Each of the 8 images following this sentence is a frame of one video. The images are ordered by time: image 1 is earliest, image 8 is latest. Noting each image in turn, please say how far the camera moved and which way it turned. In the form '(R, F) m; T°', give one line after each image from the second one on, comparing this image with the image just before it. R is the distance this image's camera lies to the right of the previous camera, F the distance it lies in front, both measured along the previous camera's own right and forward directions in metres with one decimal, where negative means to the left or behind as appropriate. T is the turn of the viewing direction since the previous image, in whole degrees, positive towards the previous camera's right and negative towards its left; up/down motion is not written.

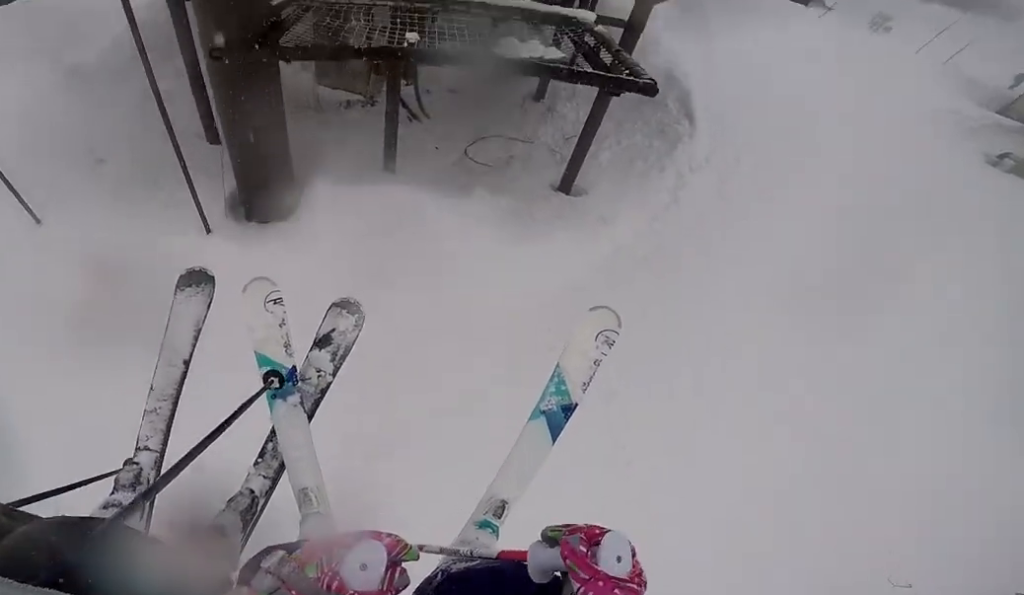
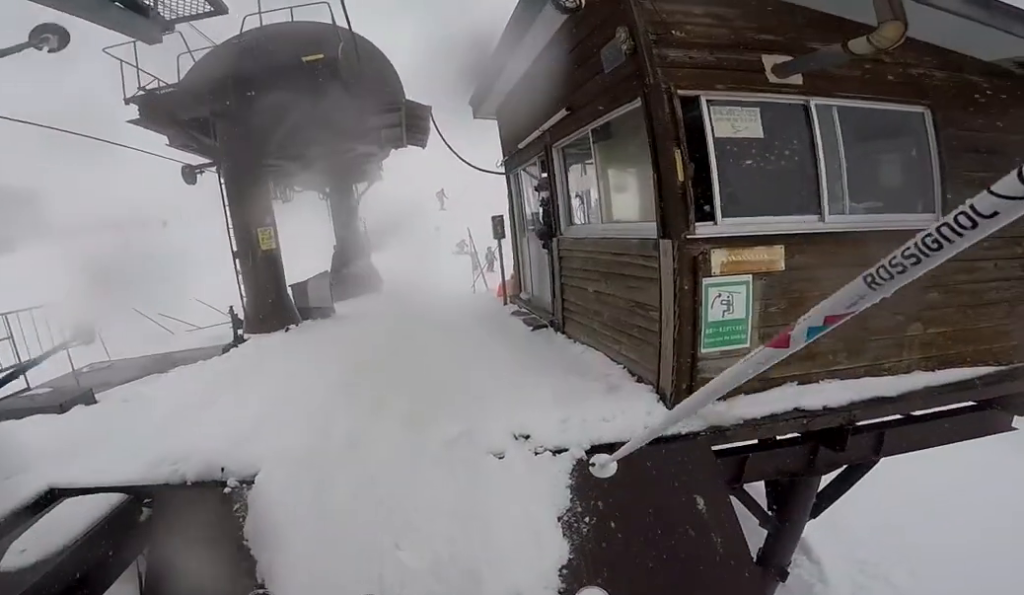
(-0.2, +4.8) m; -2°
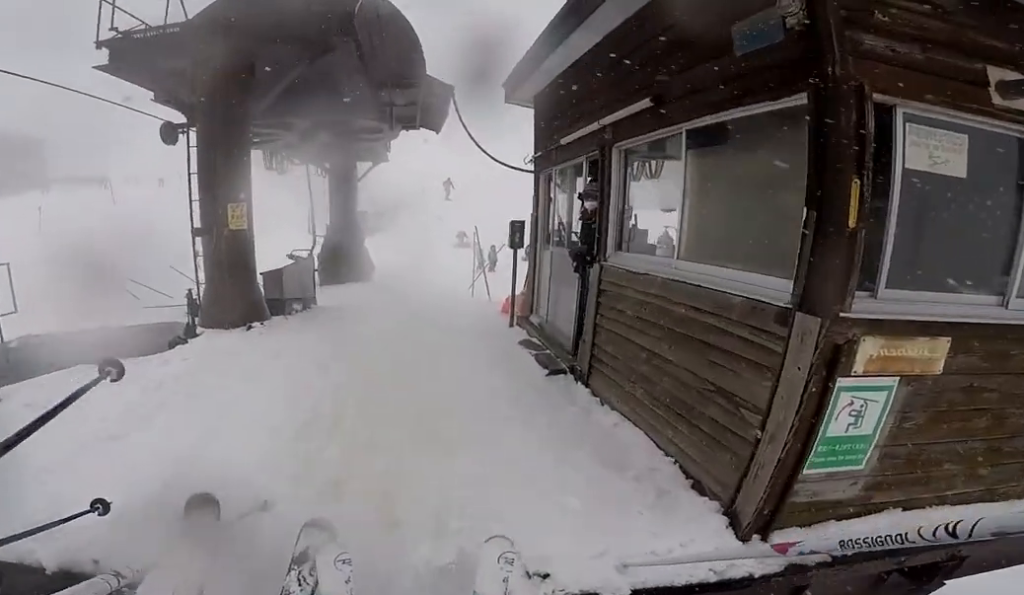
(0.0, +1.1) m; 0°
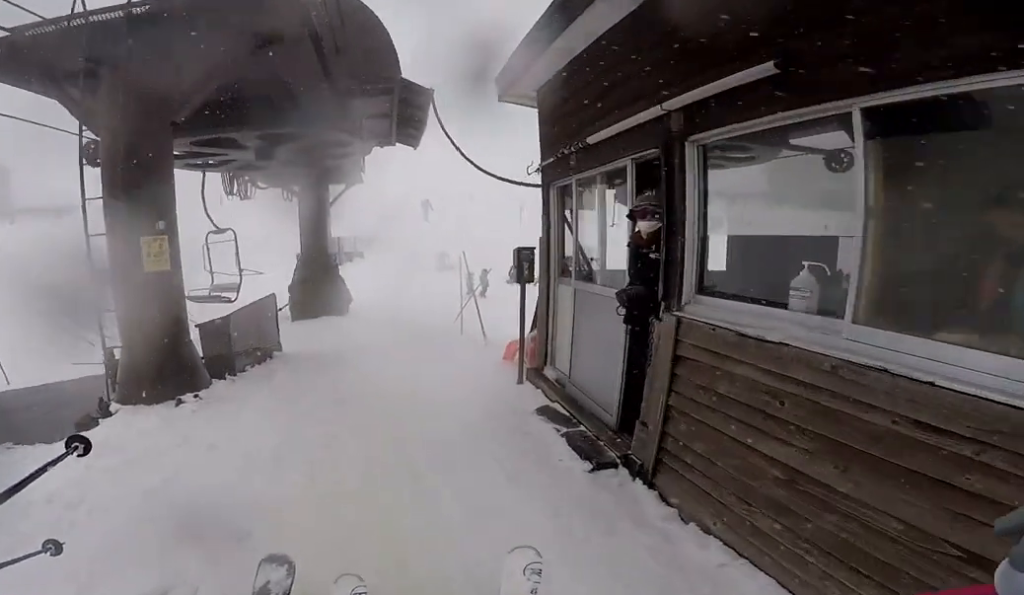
(0.0, +1.3) m; -5°
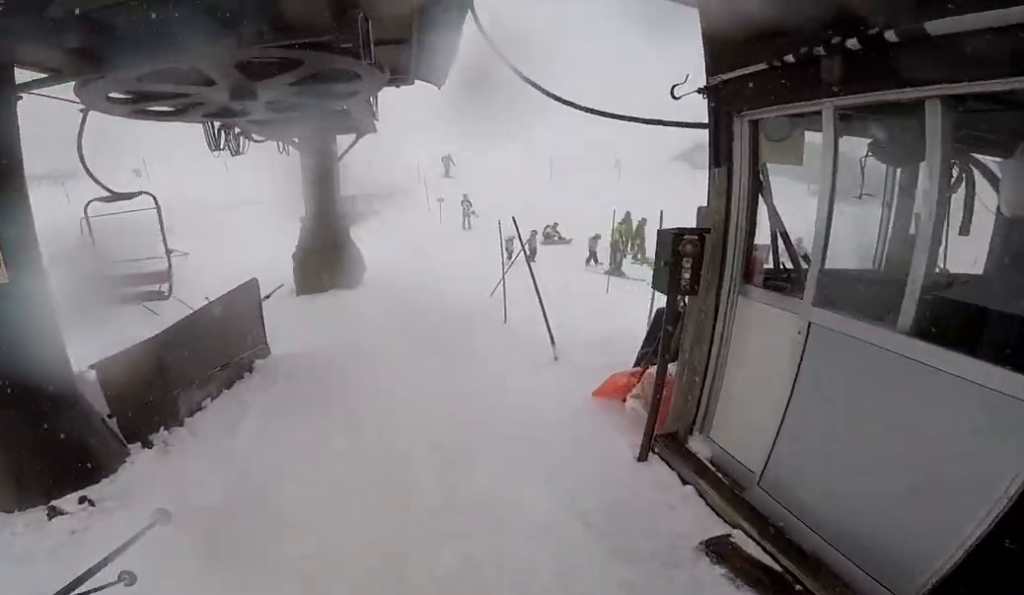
(+0.1, +1.7) m; -14°
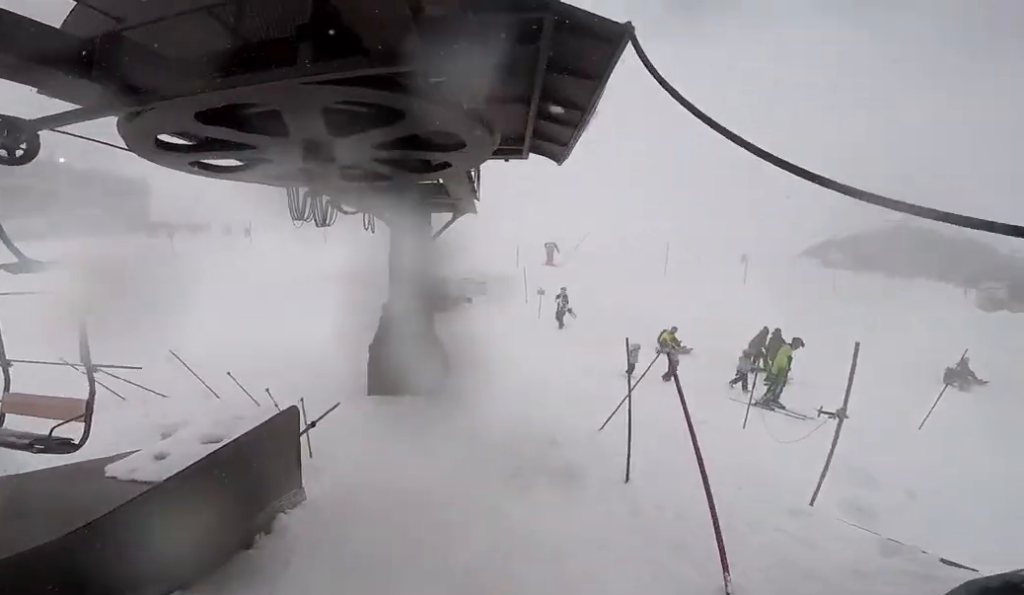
(-0.6, +1.8) m; -6°
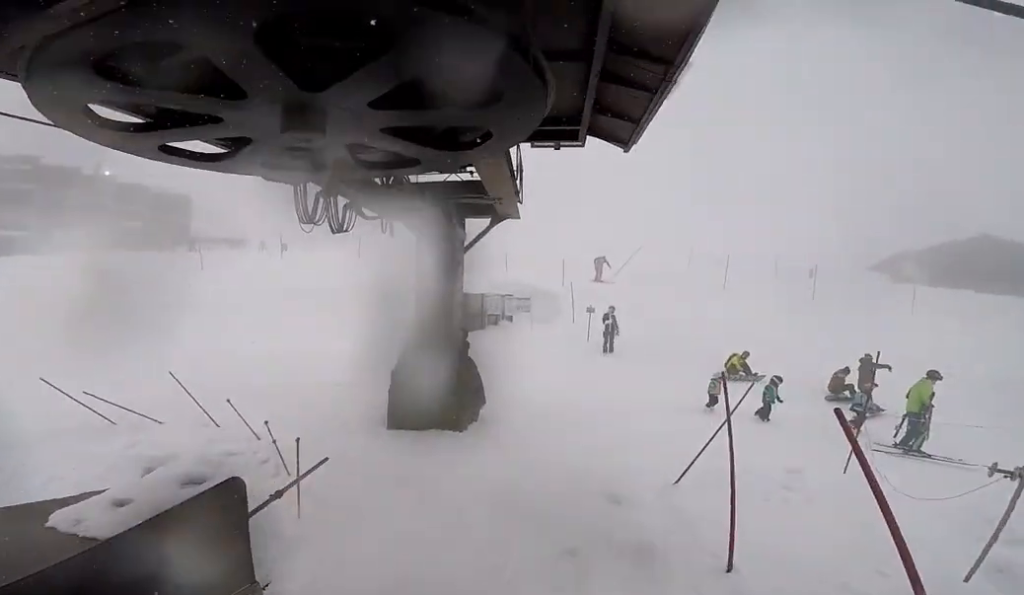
(+0.1, +1.4) m; +7°
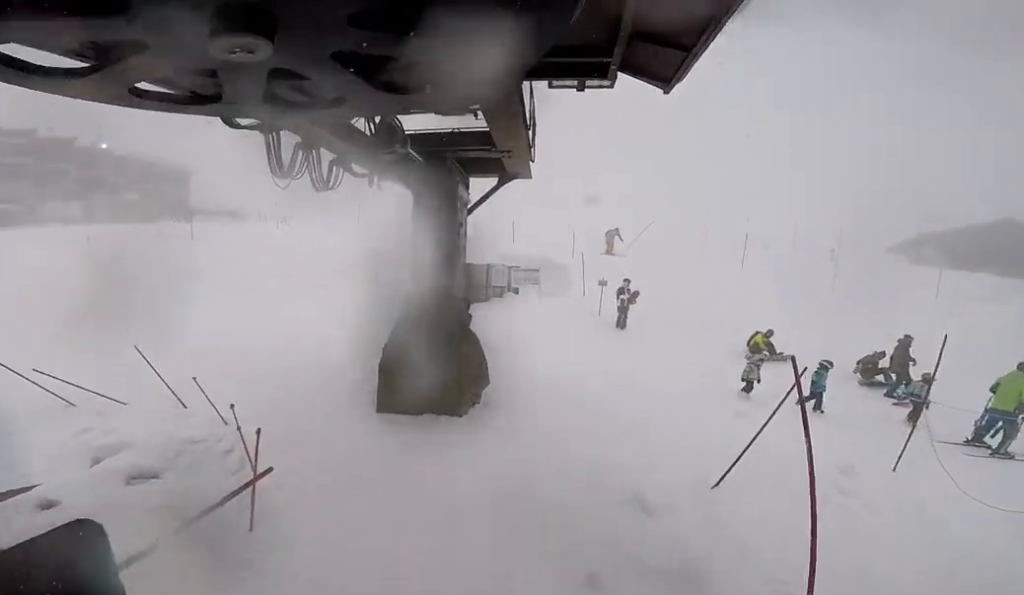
(0.0, +0.9) m; +7°
